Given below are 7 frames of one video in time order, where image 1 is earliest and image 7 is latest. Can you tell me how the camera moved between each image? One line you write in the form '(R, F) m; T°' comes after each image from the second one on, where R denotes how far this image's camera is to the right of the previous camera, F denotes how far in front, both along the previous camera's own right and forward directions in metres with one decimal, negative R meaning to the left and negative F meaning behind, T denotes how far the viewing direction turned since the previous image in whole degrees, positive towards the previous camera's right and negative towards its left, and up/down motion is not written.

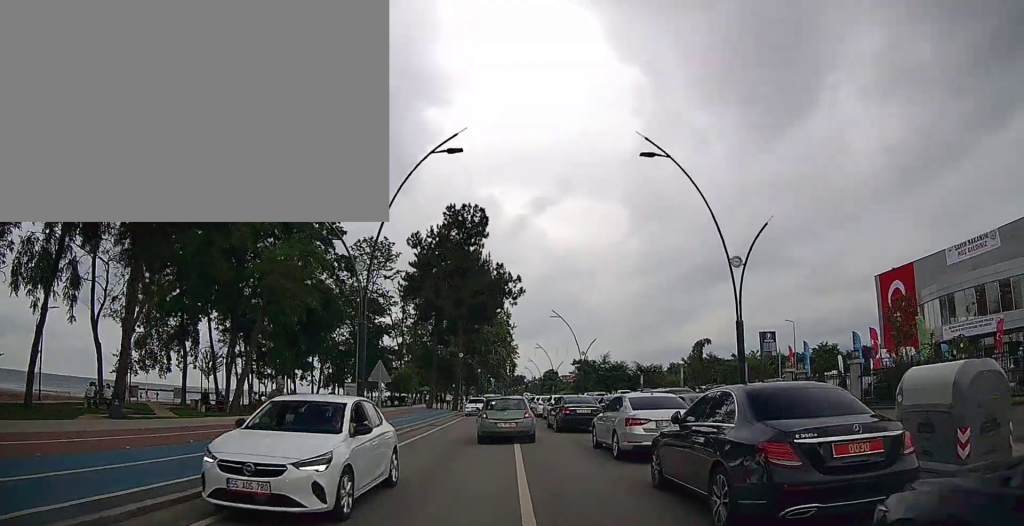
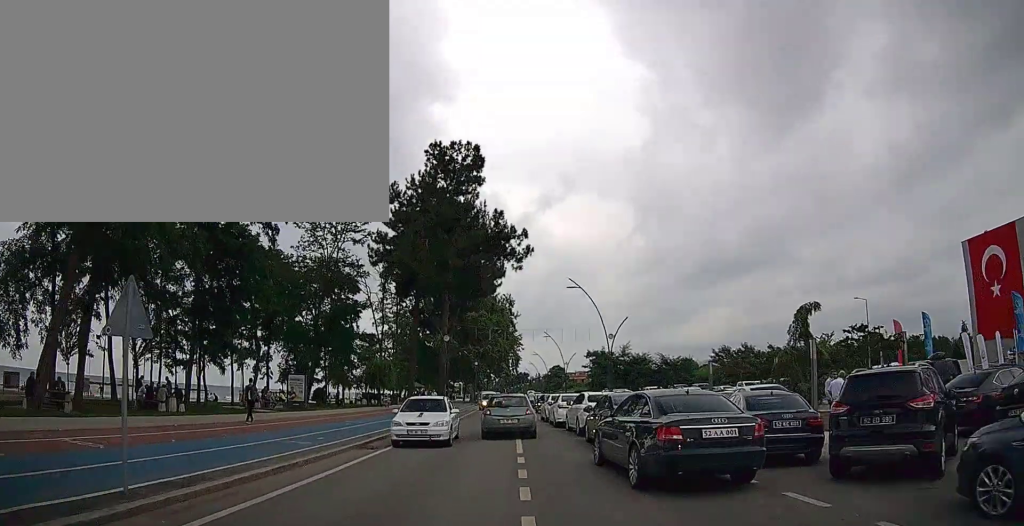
(-0.4, +13.3) m; -2°
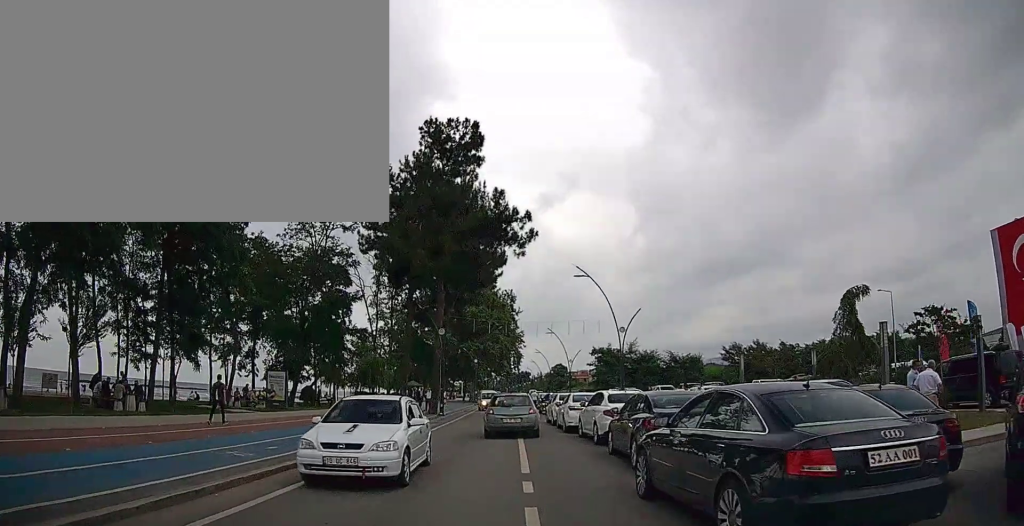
(0.0, +3.6) m; 0°
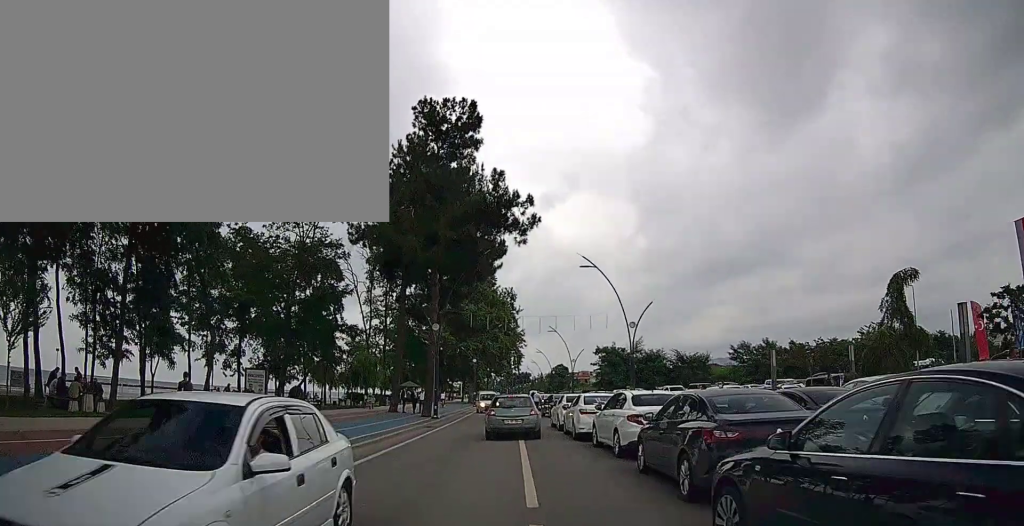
(0.0, +3.0) m; 0°
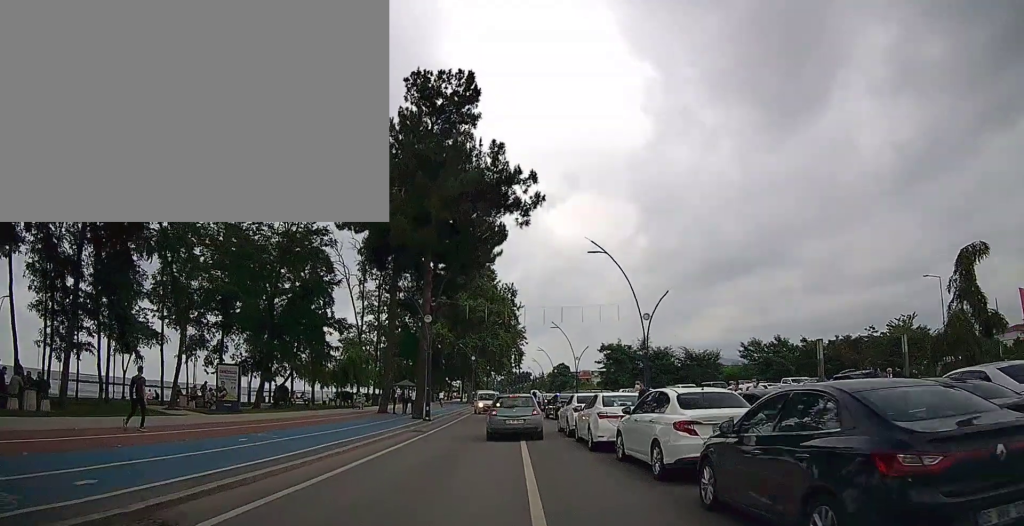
(0.0, +3.4) m; 0°
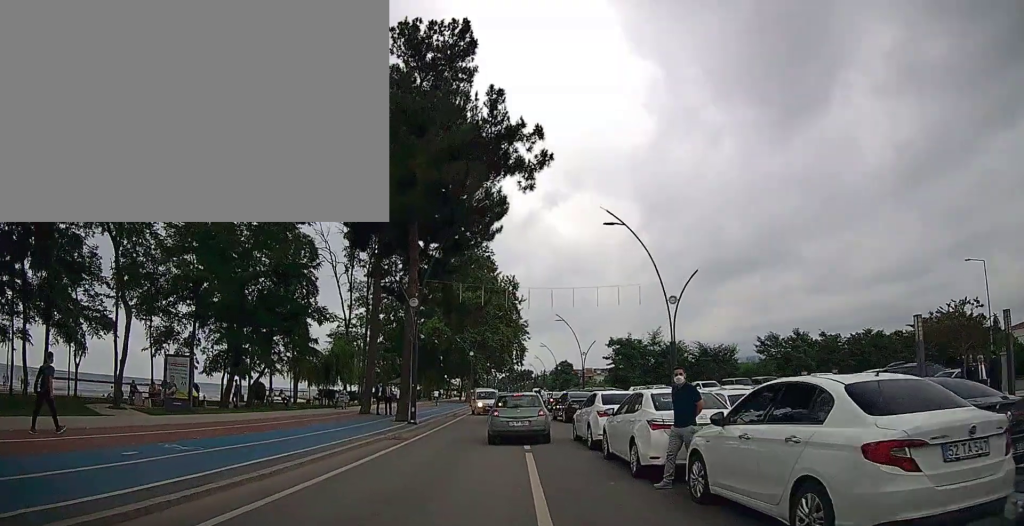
(0.0, +4.9) m; 0°
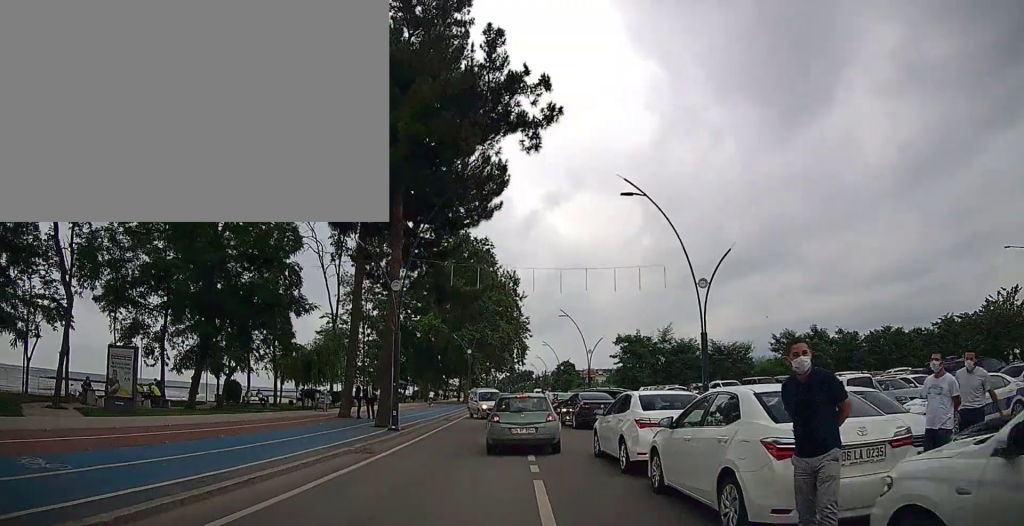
(0.0, +4.2) m; +2°
